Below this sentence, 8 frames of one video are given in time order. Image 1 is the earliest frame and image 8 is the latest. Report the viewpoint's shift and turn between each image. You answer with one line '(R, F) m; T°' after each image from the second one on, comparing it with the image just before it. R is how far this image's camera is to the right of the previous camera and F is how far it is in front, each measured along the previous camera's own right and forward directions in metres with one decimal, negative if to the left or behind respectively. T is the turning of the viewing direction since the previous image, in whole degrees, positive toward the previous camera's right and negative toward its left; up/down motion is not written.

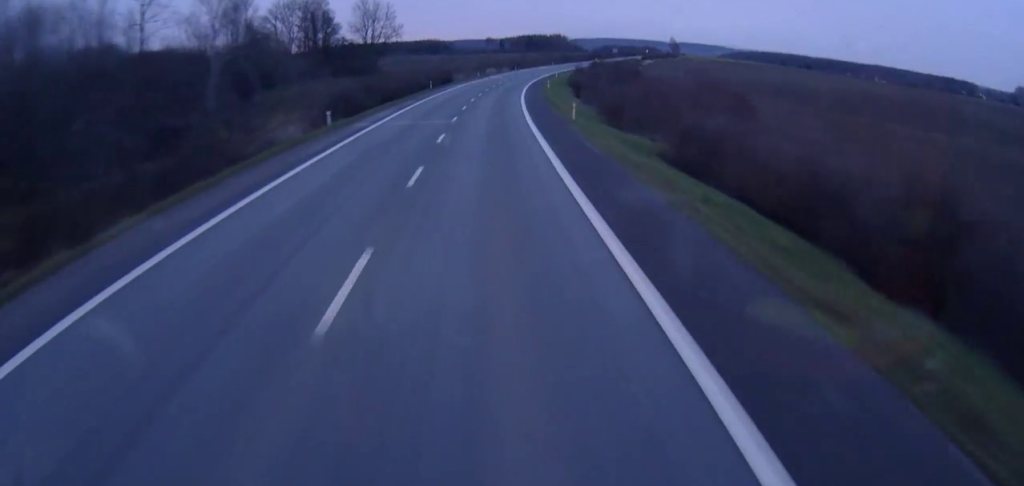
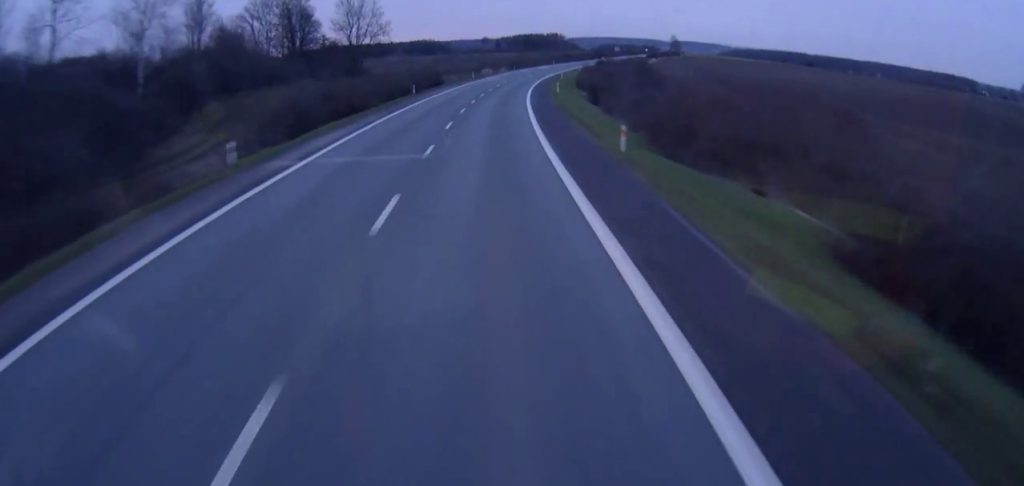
(0.0, +13.8) m; 0°
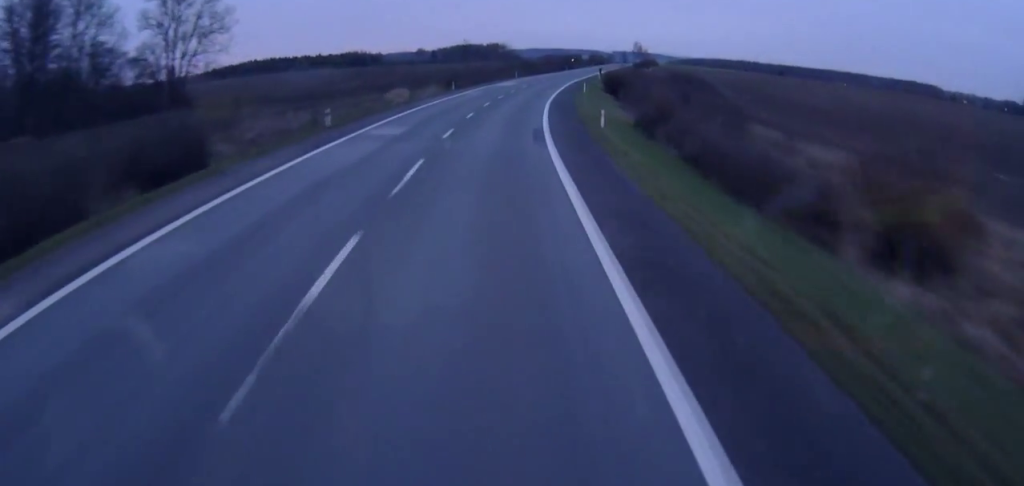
(+4.3, +65.1) m; +9°
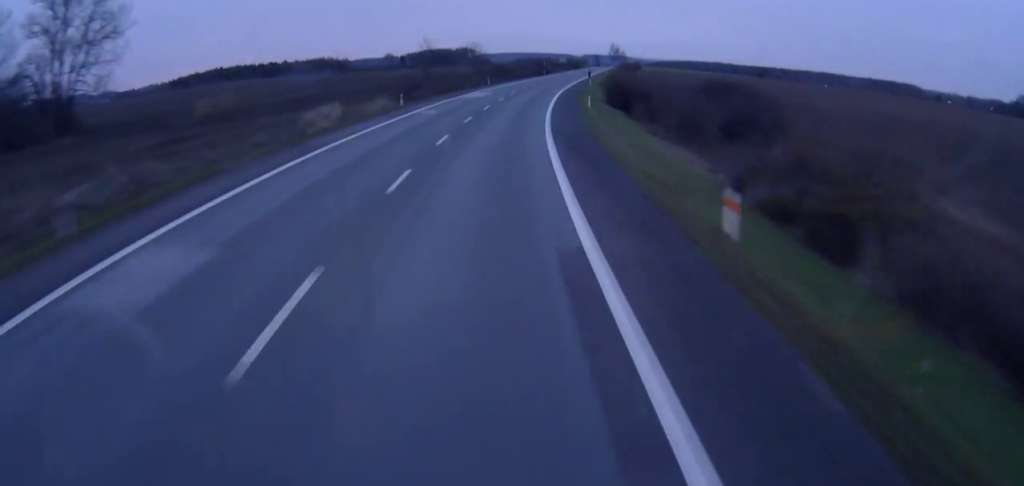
(+0.2, +19.2) m; +3°
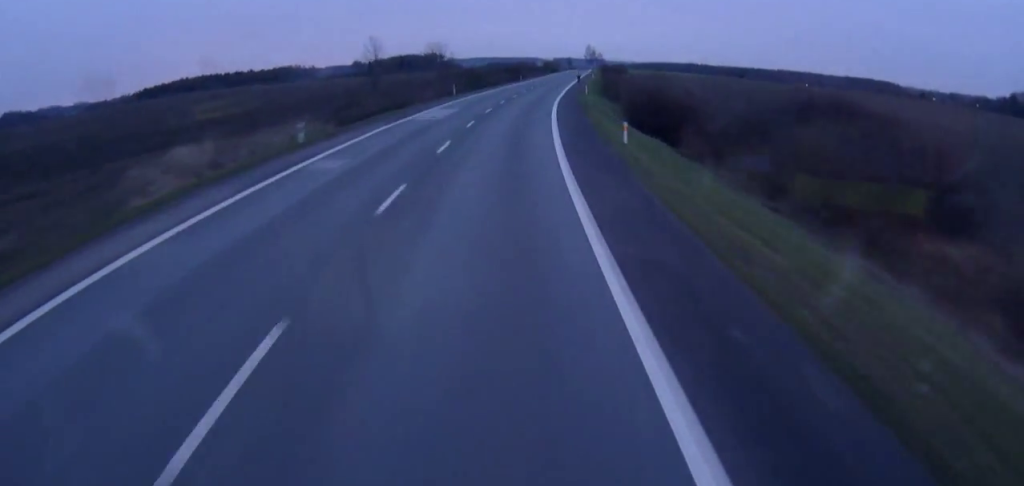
(+0.9, +19.2) m; +3°
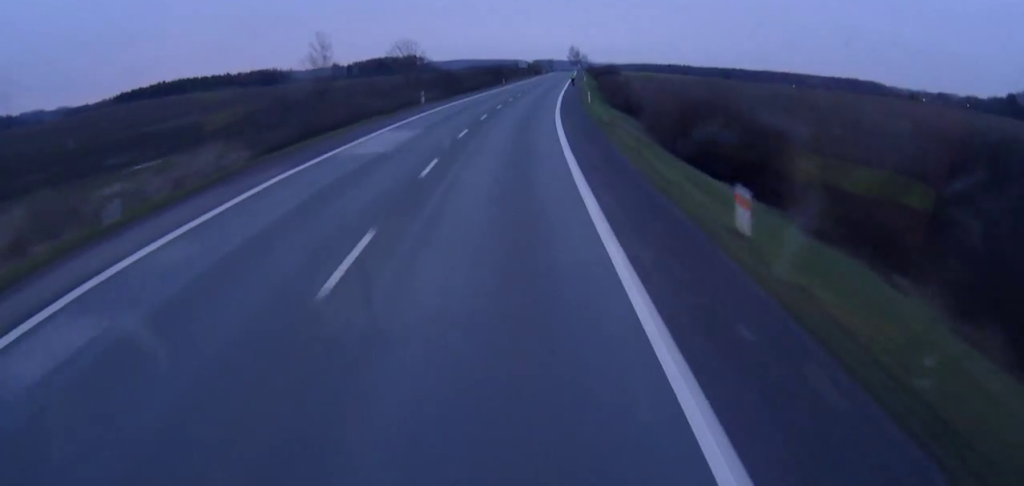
(+0.2, +13.5) m; +1°
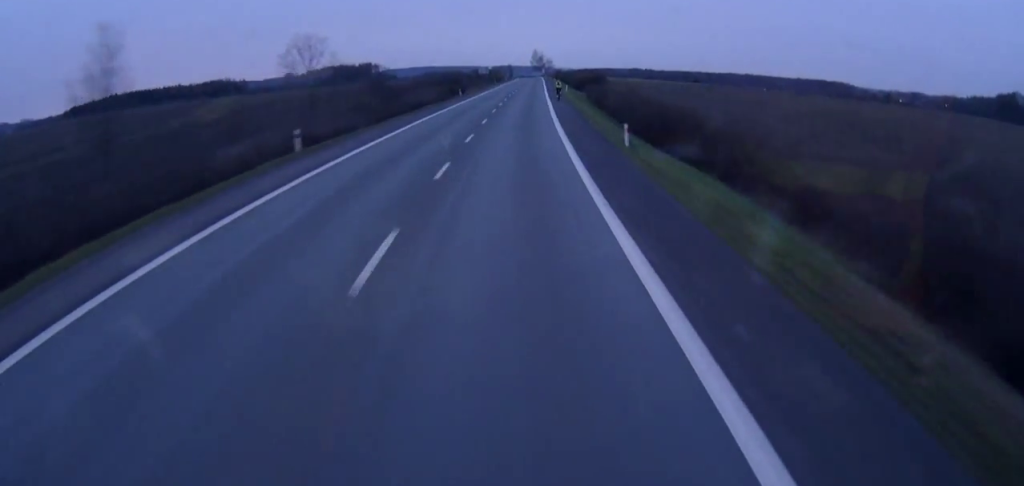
(+0.4, +26.1) m; +1°
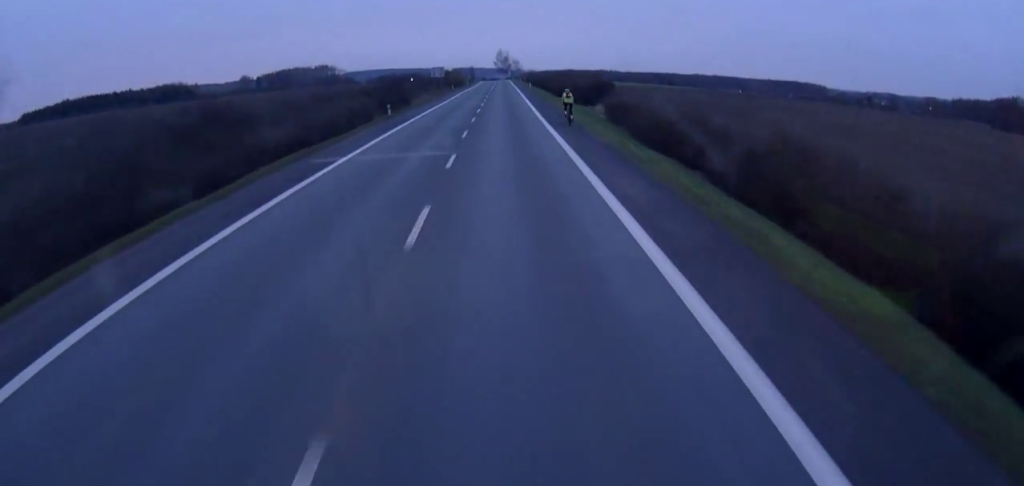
(0.0, +33.4) m; +1°
